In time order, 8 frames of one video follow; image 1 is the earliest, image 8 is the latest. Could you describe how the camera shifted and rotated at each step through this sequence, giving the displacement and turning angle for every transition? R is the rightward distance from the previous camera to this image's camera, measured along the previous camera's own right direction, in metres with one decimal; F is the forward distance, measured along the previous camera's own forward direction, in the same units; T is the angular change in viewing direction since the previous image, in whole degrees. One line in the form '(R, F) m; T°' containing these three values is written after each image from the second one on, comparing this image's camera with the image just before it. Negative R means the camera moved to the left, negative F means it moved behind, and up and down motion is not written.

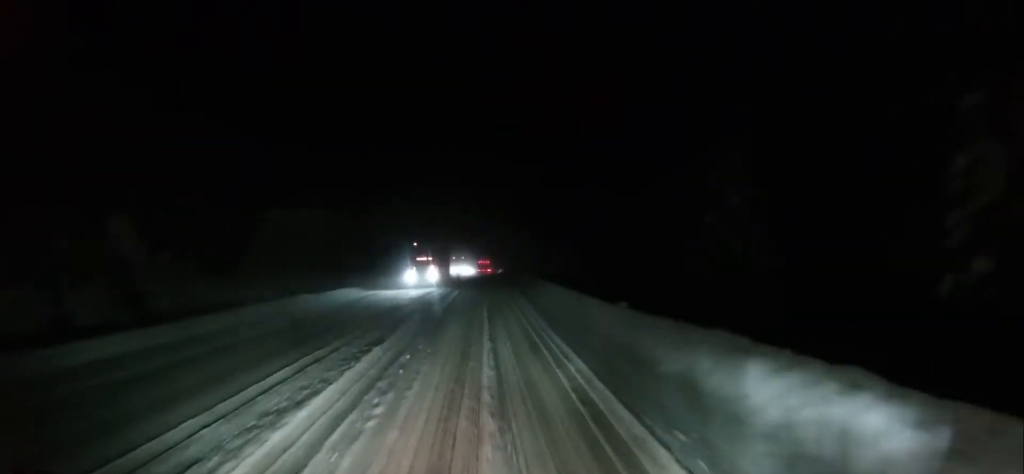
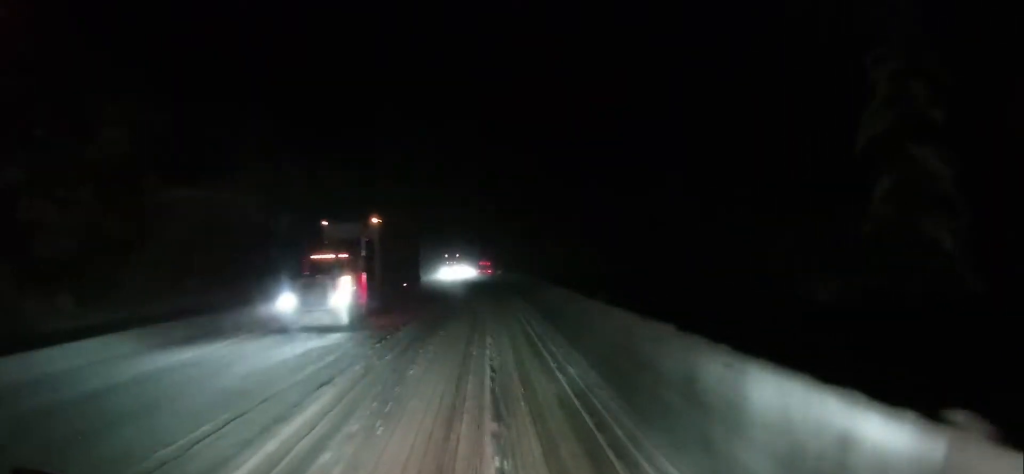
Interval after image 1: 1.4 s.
(+0.3, +16.5) m; -1°
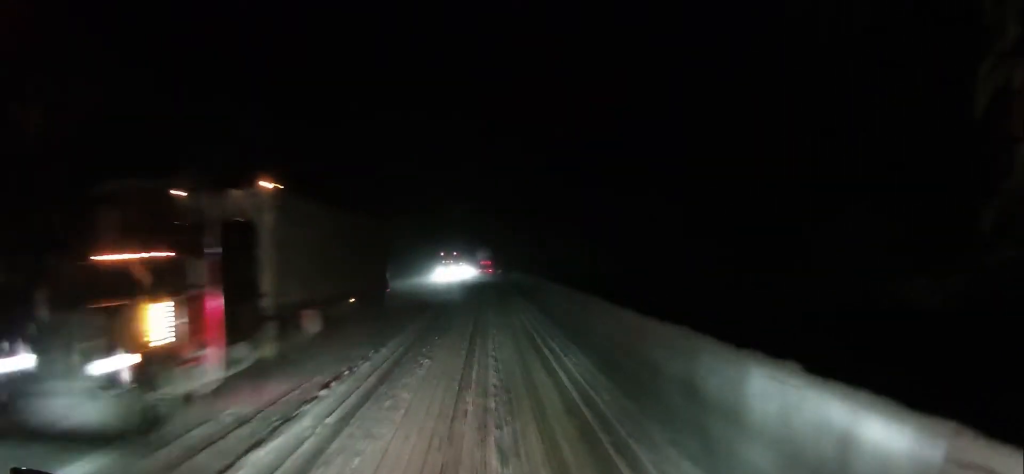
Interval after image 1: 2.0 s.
(0.0, +6.5) m; -1°
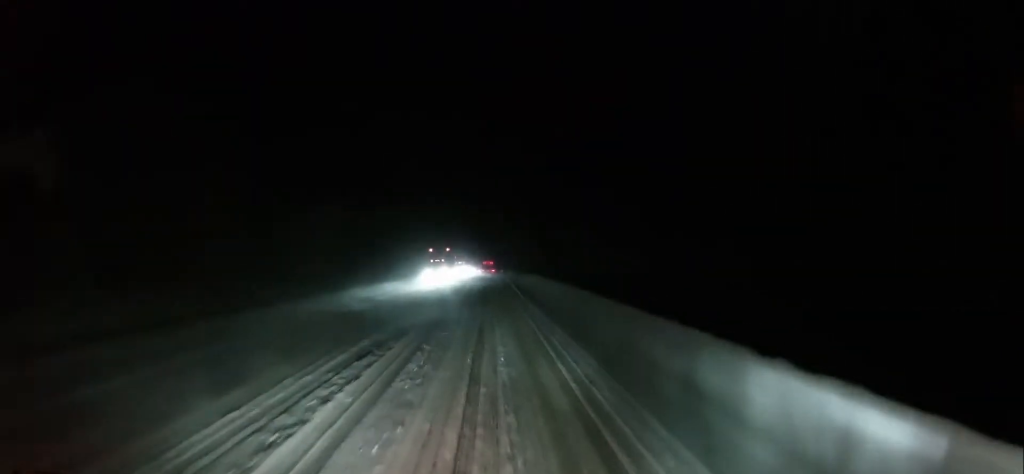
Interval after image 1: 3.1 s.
(-0.3, +12.1) m; 0°
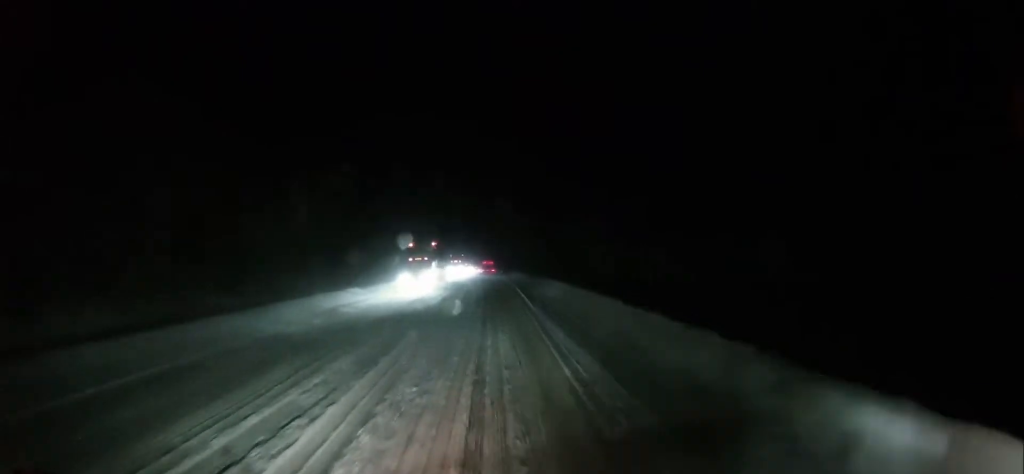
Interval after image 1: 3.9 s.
(+0.4, +9.4) m; +1°
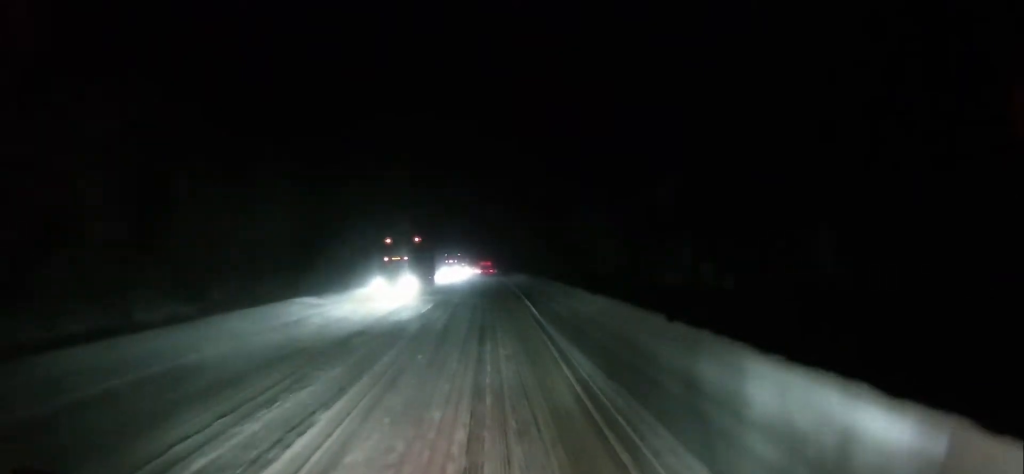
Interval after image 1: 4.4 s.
(-0.1, +5.6) m; 0°
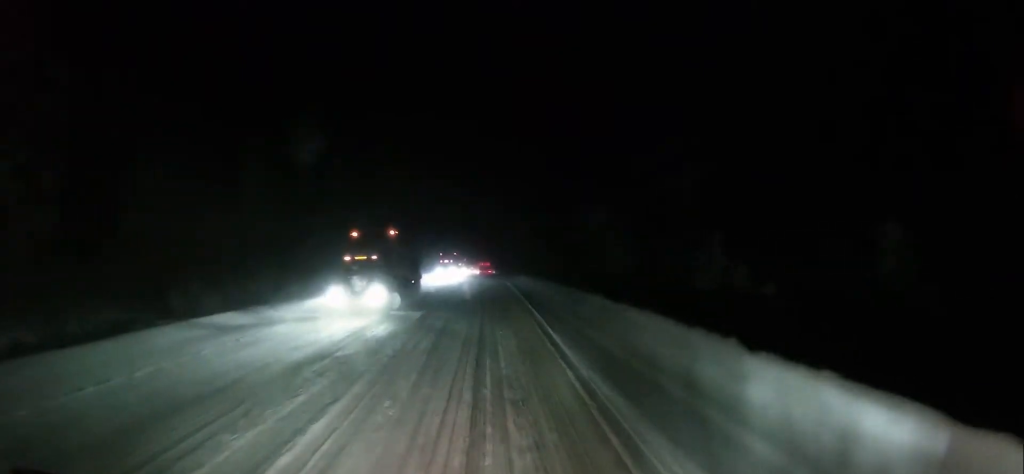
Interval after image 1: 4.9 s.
(-0.1, +5.3) m; 0°
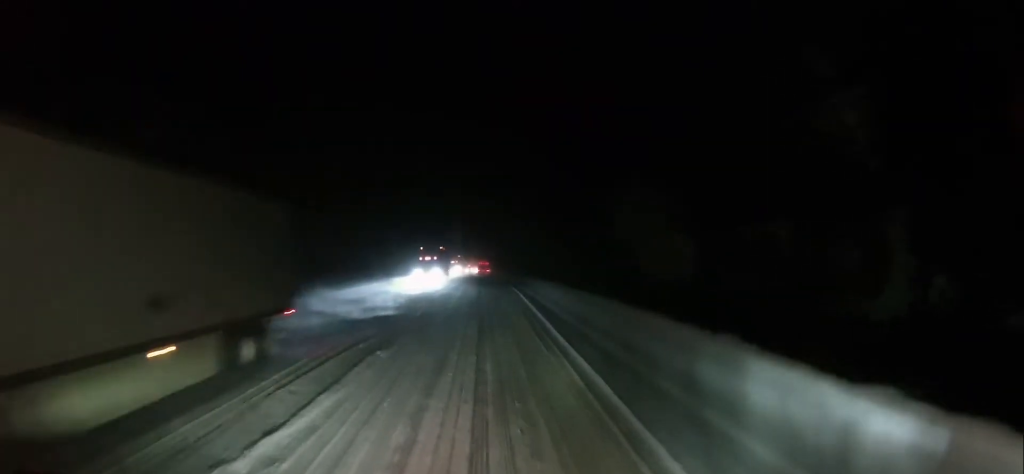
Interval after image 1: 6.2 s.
(+0.4, +15.1) m; +1°
